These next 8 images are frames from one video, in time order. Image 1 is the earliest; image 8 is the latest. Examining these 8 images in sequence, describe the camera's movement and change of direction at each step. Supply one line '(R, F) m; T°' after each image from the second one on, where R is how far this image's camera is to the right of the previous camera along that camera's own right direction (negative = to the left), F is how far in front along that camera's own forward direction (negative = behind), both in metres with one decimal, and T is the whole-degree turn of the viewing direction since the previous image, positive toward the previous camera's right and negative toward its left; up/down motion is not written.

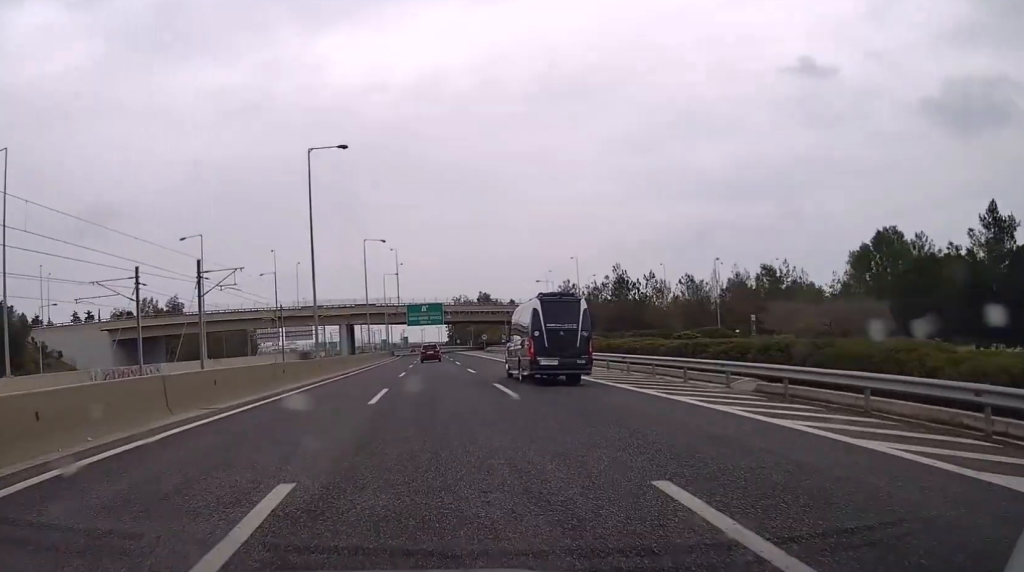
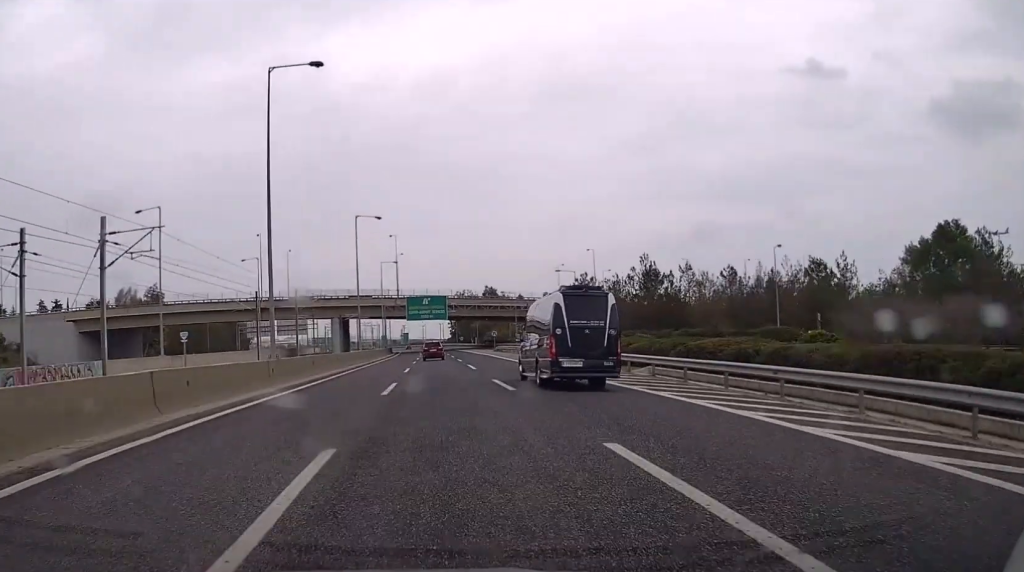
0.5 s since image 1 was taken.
(0.0, +15.4) m; 0°
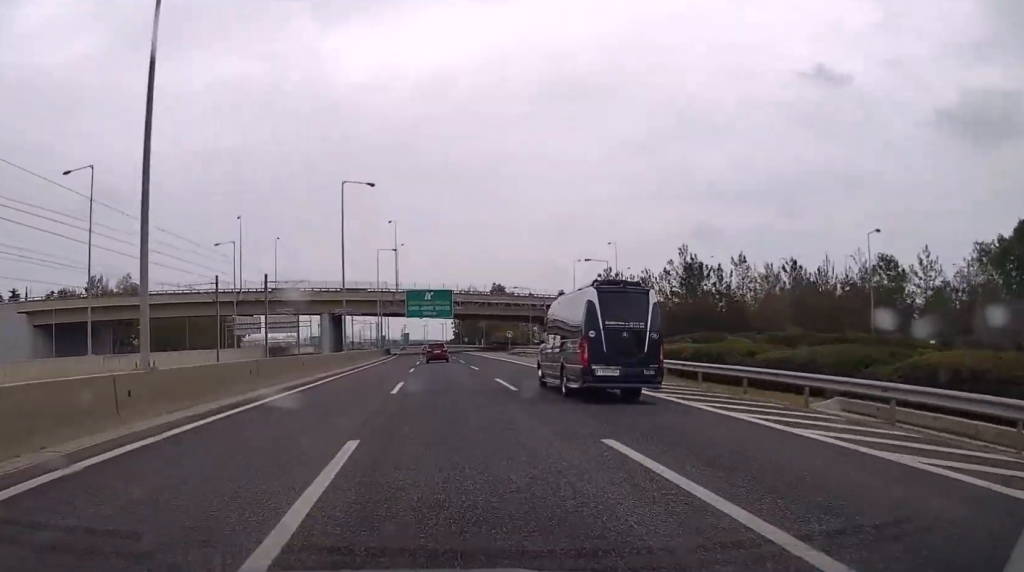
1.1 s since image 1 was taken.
(+0.1, +17.3) m; 0°
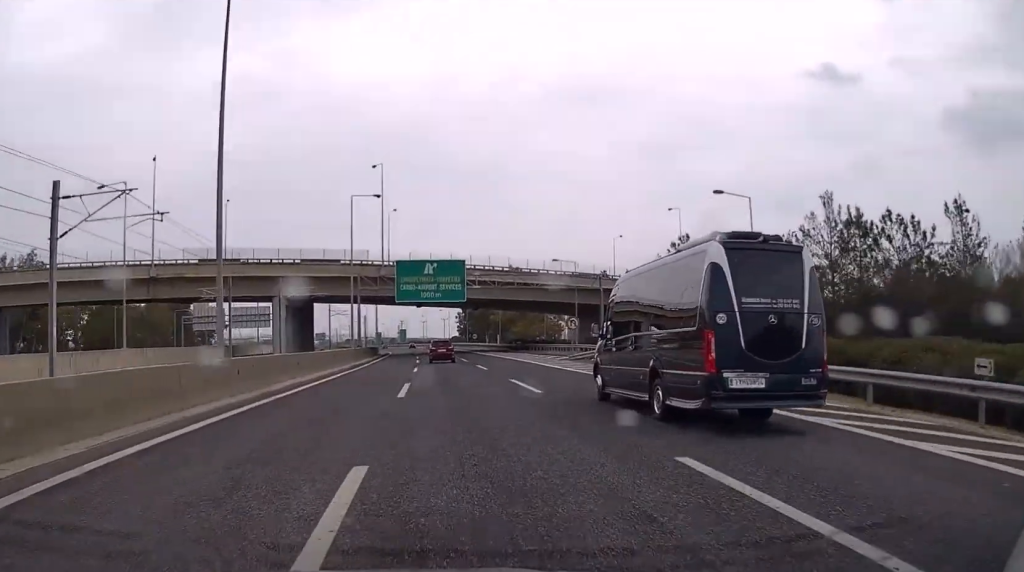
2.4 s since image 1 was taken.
(0.0, +37.8) m; 0°
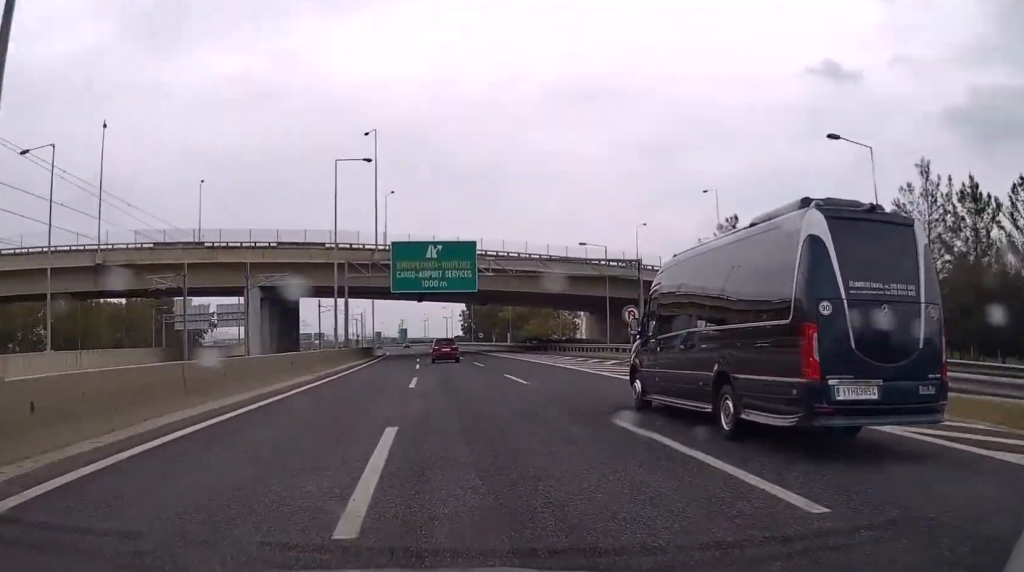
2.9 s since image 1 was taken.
(0.0, +13.6) m; 0°
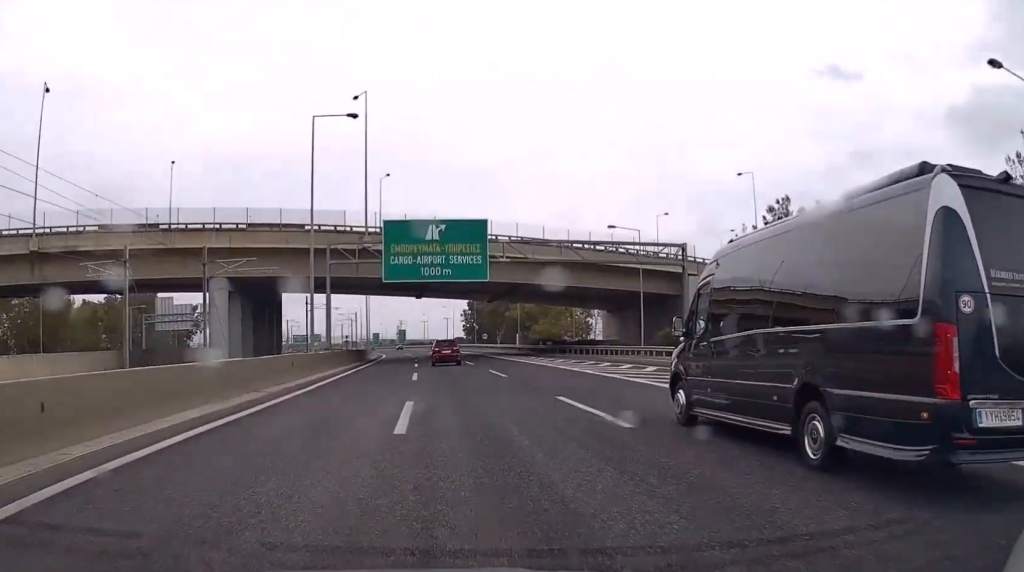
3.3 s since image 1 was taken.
(0.0, +11.7) m; 0°
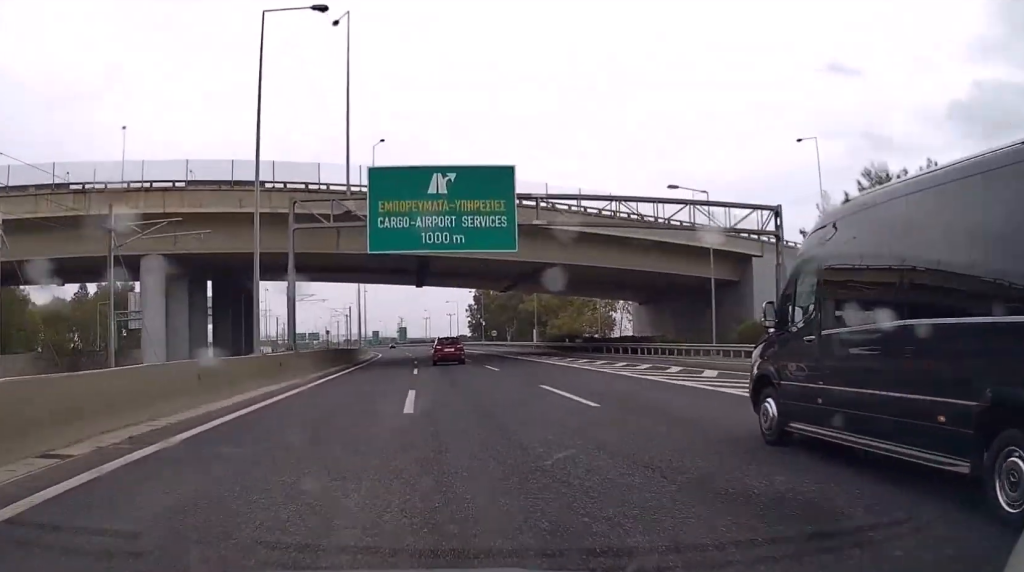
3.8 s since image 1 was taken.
(-0.1, +15.6) m; 0°
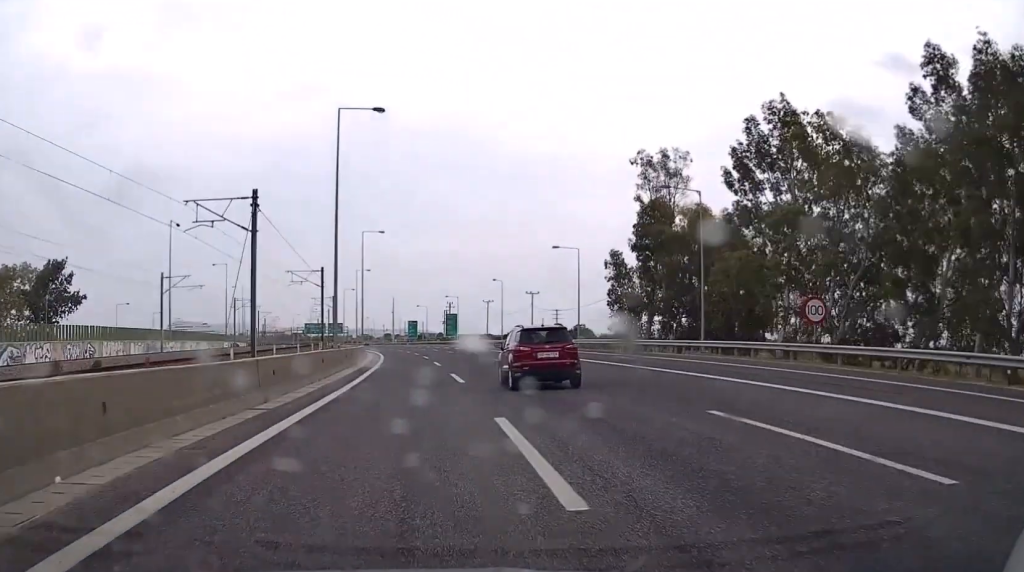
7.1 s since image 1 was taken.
(-1.3, +97.1) m; -2°
